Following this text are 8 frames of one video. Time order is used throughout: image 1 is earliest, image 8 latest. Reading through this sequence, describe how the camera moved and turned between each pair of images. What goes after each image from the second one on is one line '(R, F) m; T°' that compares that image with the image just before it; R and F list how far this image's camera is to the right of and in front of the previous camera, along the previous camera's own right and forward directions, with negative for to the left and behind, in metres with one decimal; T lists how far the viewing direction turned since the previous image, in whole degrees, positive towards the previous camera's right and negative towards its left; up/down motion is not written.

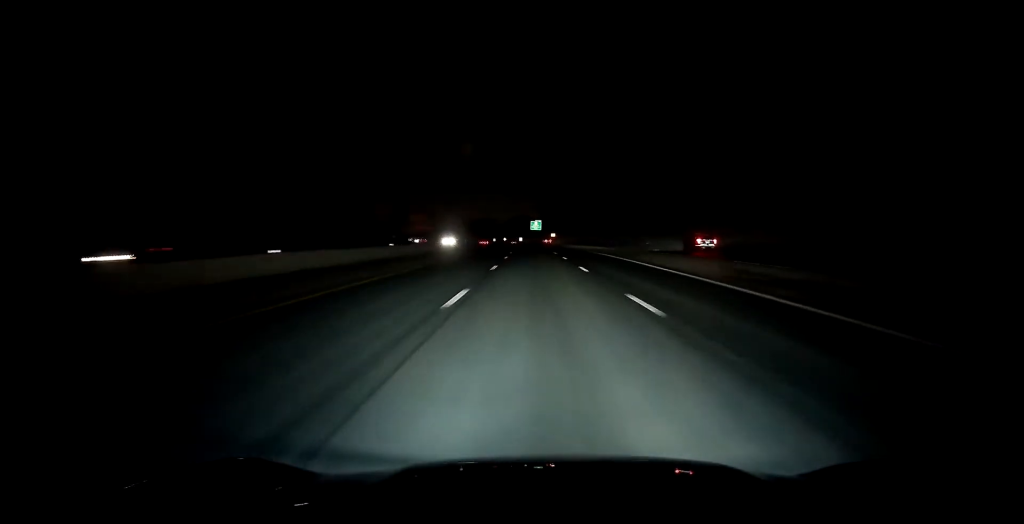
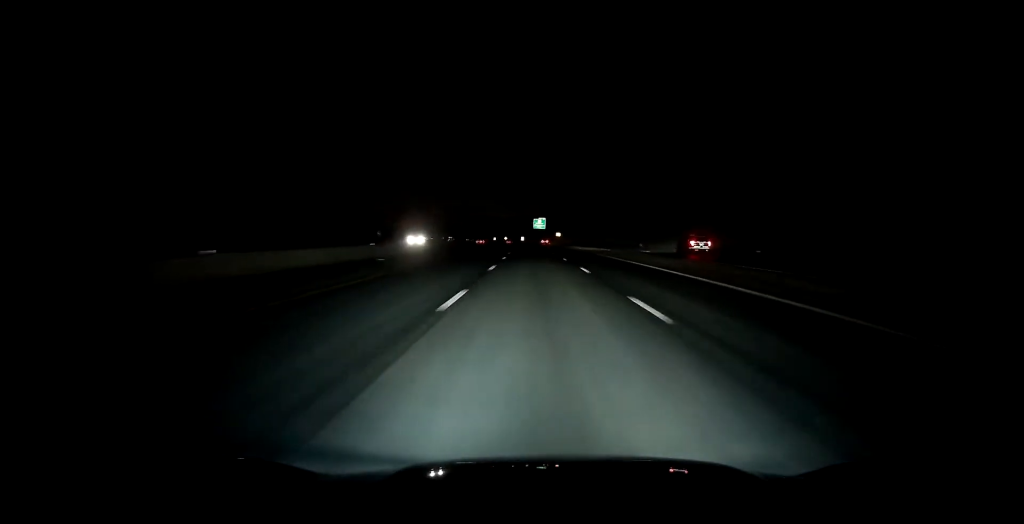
(-0.1, +24.8) m; -1°
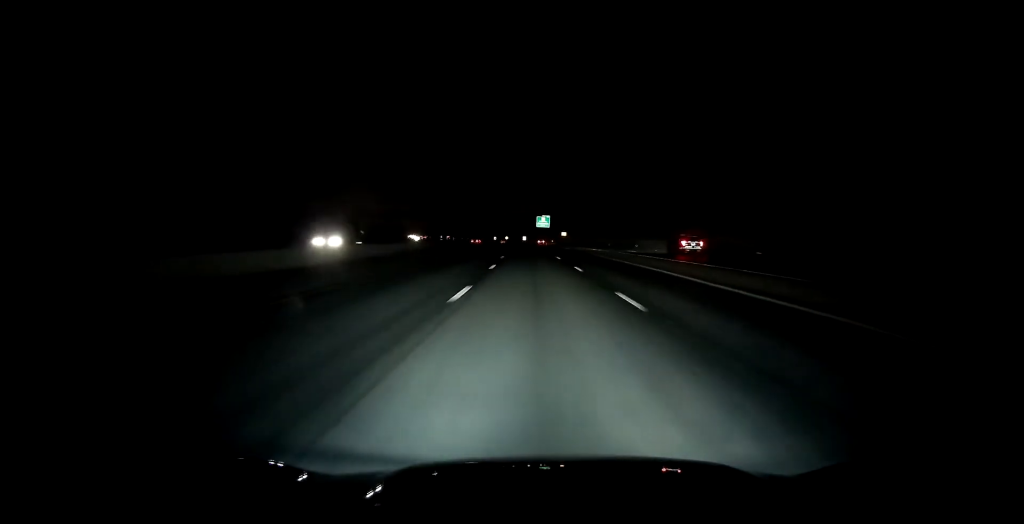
(-0.1, +20.1) m; -1°
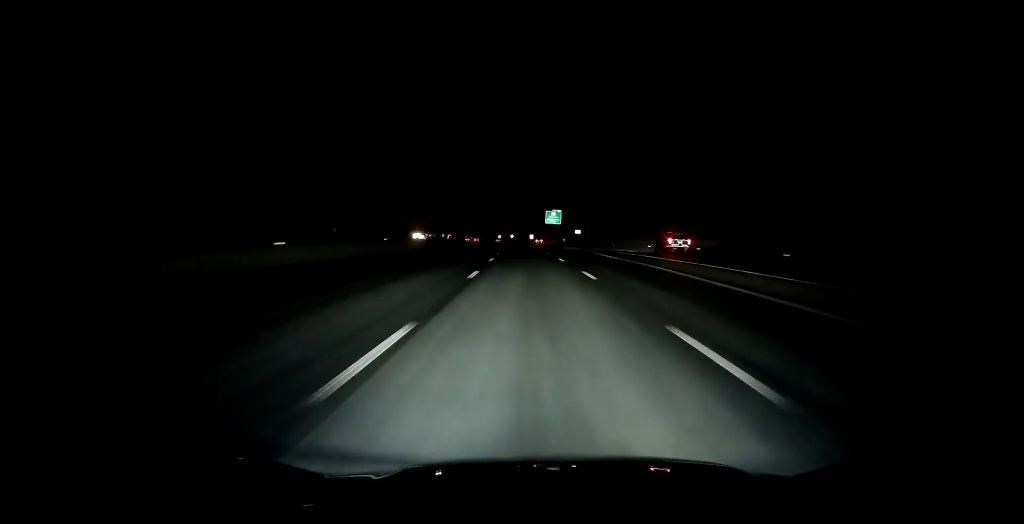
(-0.3, +30.8) m; -1°
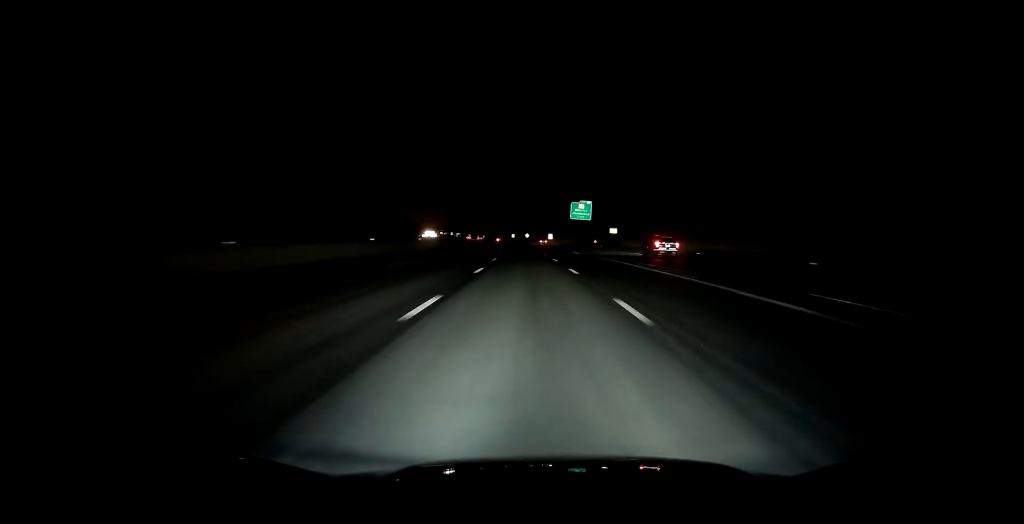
(-0.4, +43.8) m; -1°
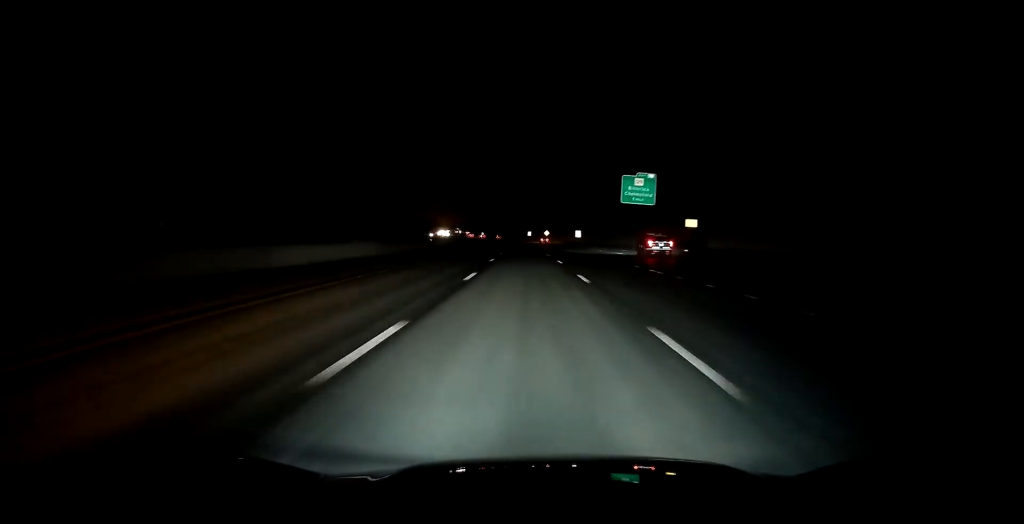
(-0.8, +54.4) m; -2°
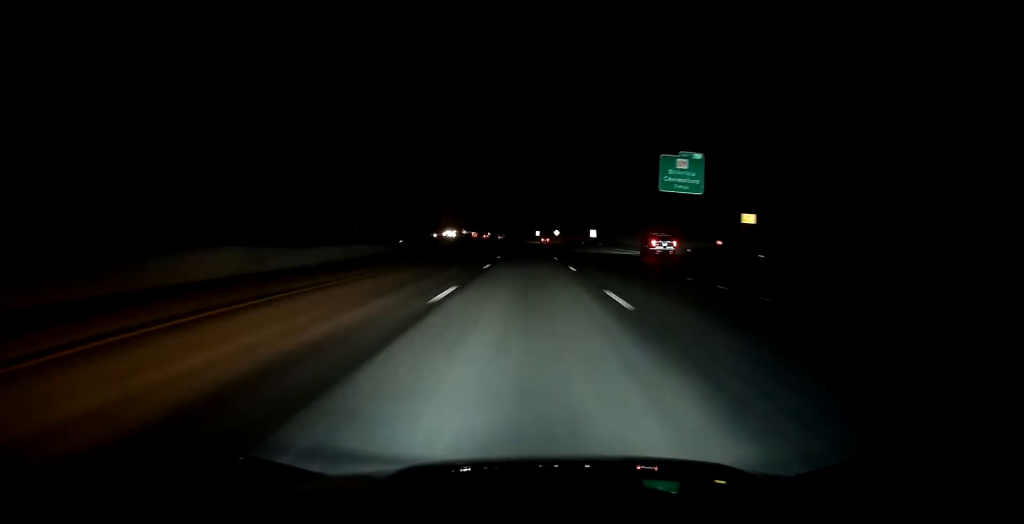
(-0.1, +17.3) m; 0°
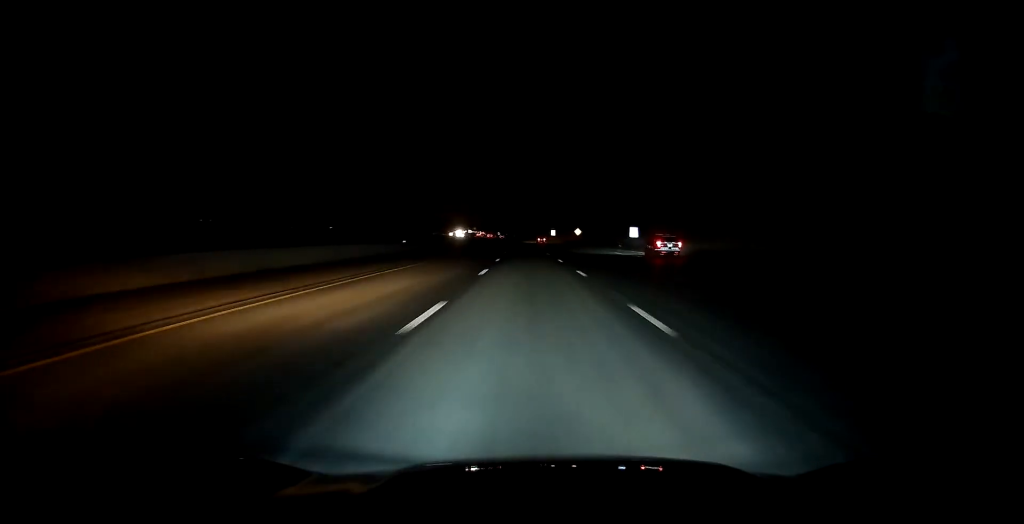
(-0.3, +39.9) m; -1°
